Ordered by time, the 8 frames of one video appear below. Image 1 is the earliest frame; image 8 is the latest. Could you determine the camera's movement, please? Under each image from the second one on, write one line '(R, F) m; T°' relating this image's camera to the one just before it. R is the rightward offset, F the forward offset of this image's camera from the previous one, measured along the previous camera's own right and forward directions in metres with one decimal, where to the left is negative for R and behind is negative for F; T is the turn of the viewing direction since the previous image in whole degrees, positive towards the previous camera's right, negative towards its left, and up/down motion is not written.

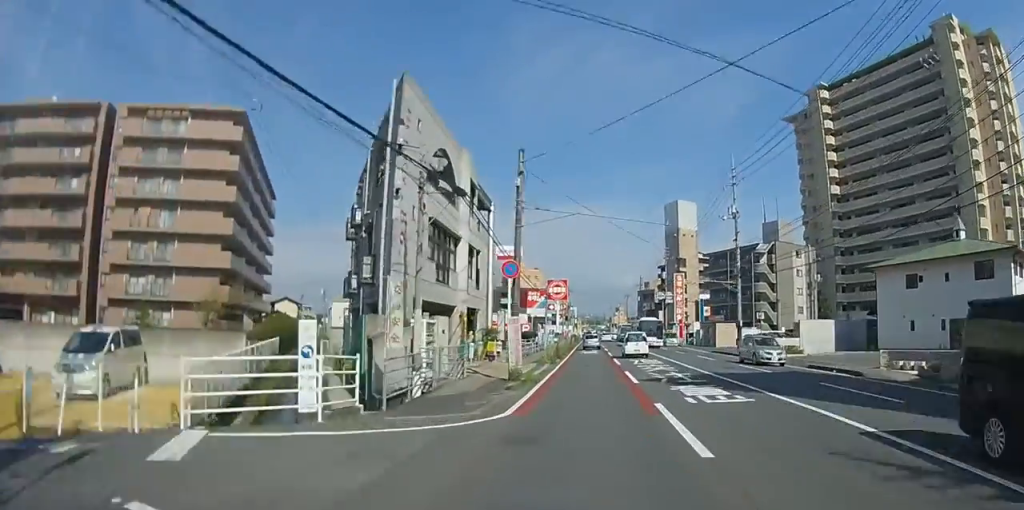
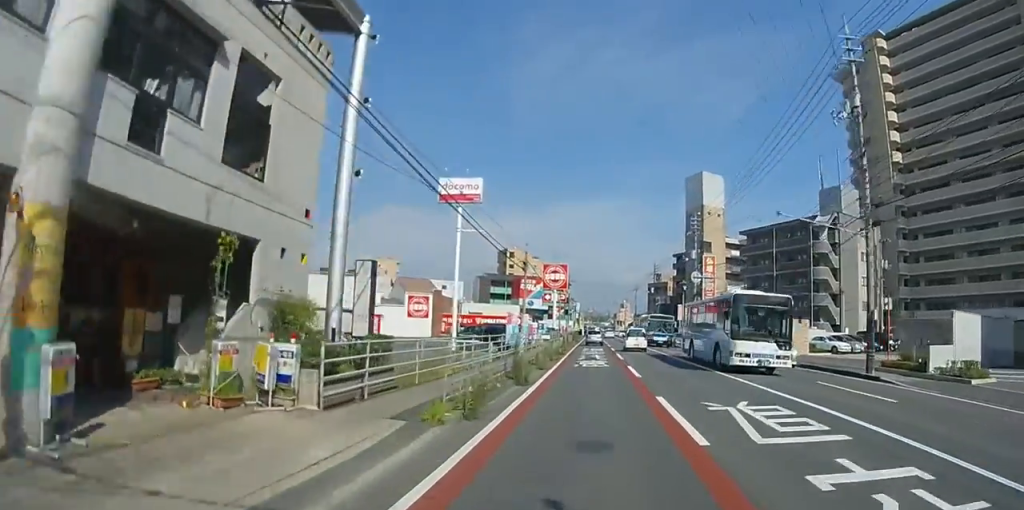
(0.0, +19.8) m; 0°
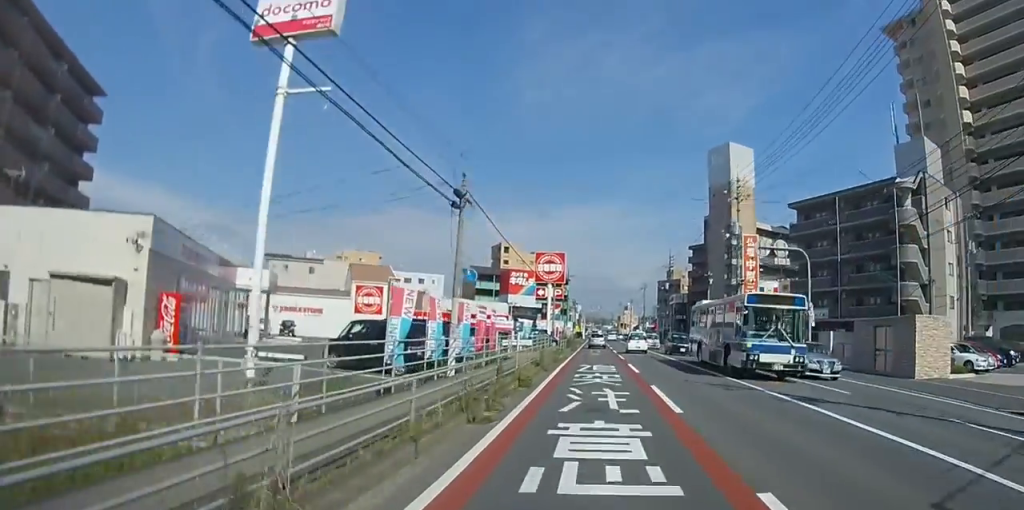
(0.0, +17.1) m; 0°
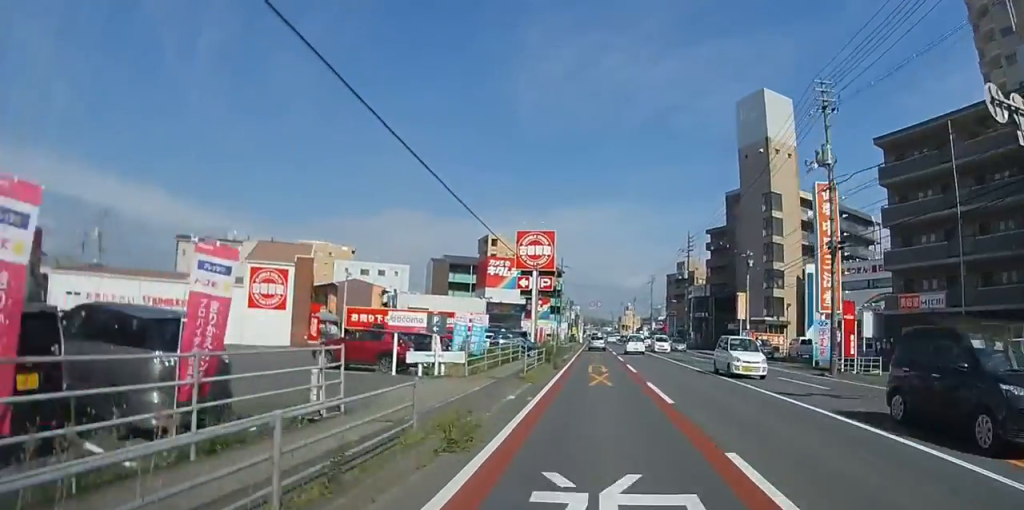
(0.0, +18.2) m; 0°
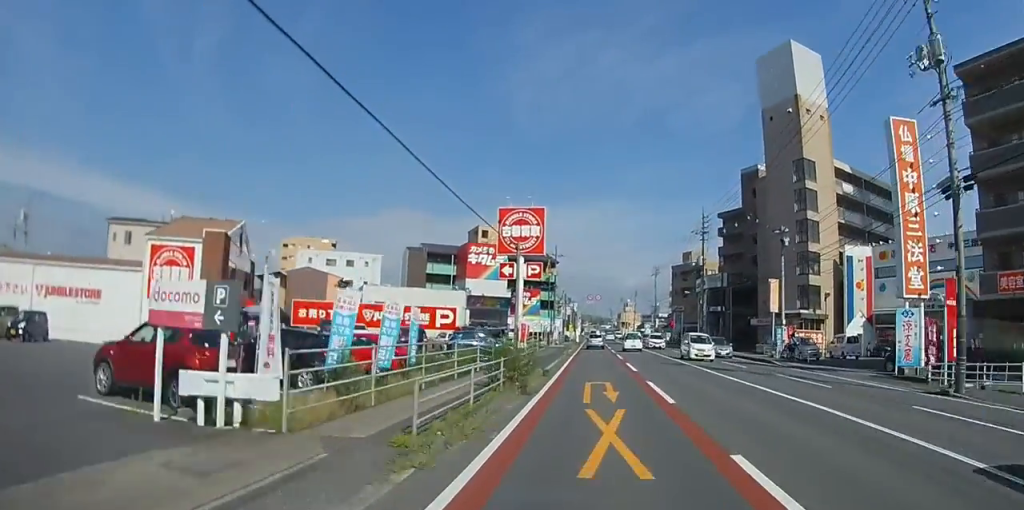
(0.0, +10.1) m; 0°
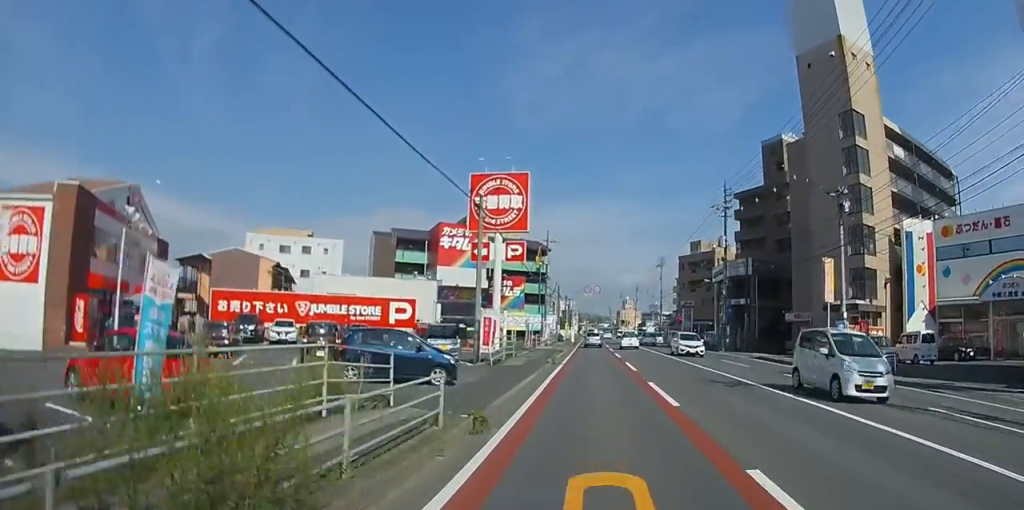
(0.0, +10.5) m; 0°
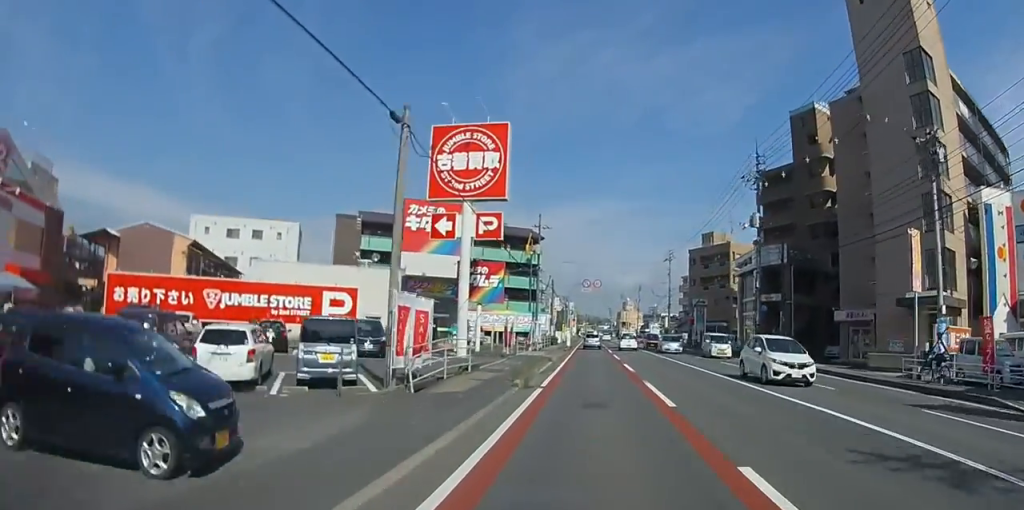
(0.0, +9.7) m; 0°
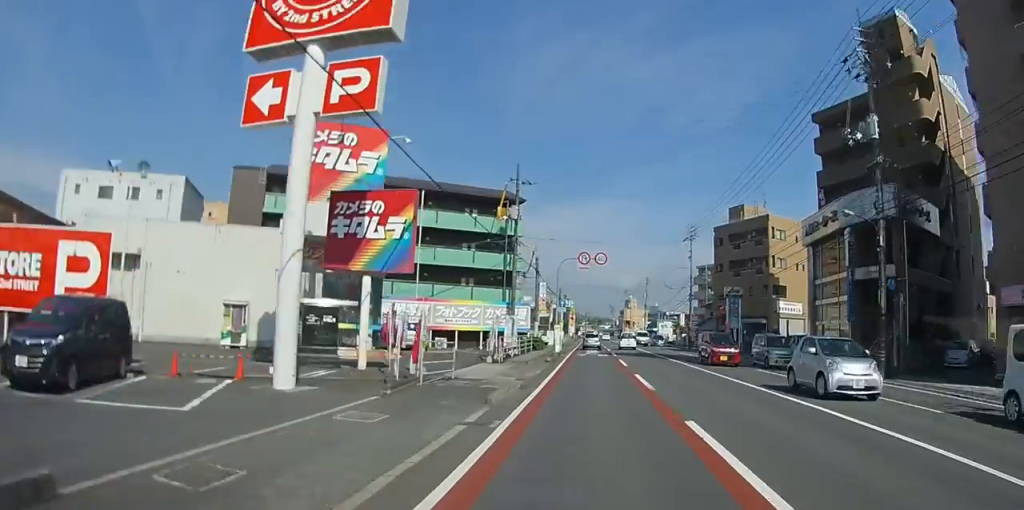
(+0.2, +17.1) m; +1°
